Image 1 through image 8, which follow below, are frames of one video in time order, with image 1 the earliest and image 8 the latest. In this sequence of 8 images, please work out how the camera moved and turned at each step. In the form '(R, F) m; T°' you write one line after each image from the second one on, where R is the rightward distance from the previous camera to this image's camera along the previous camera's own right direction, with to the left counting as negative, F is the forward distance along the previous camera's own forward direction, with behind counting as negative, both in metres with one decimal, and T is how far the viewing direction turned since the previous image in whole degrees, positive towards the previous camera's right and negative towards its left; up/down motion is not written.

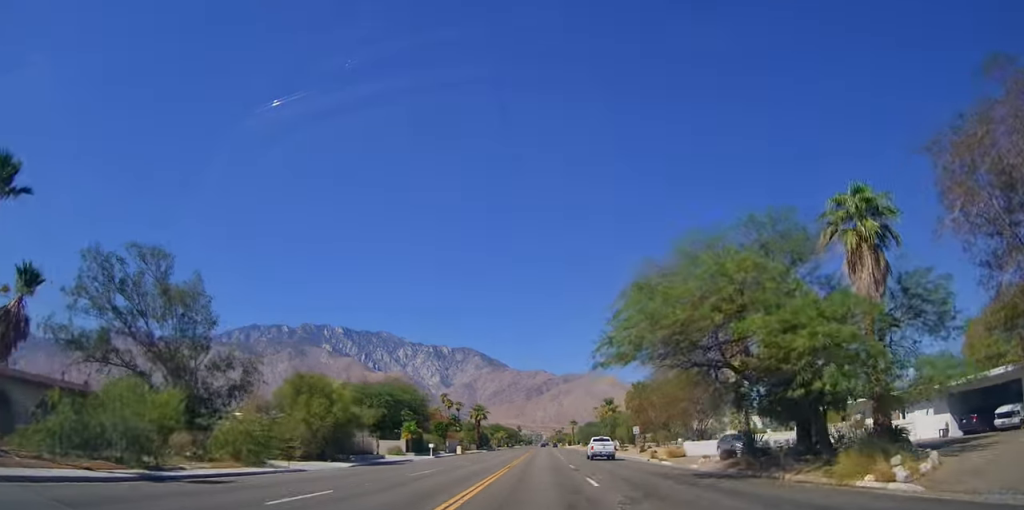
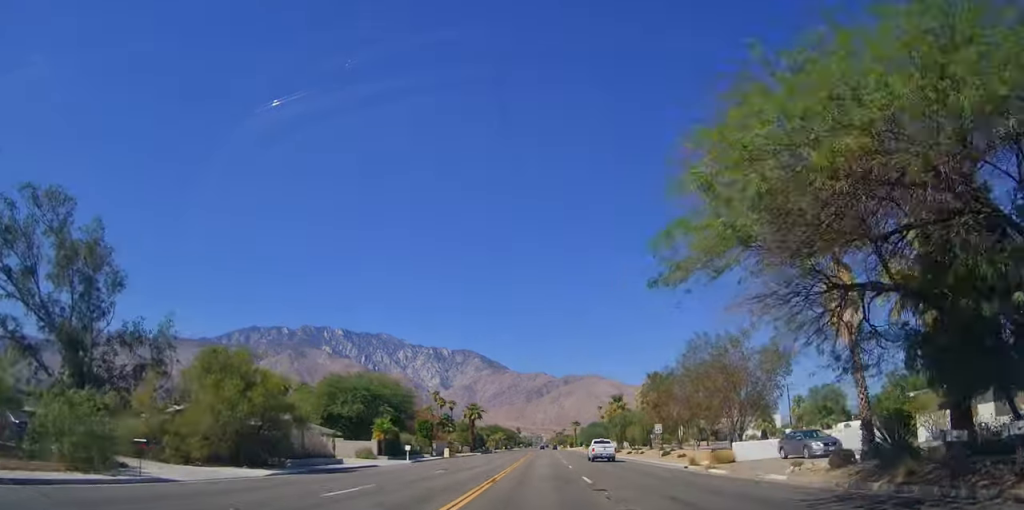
(0.0, +13.0) m; 0°
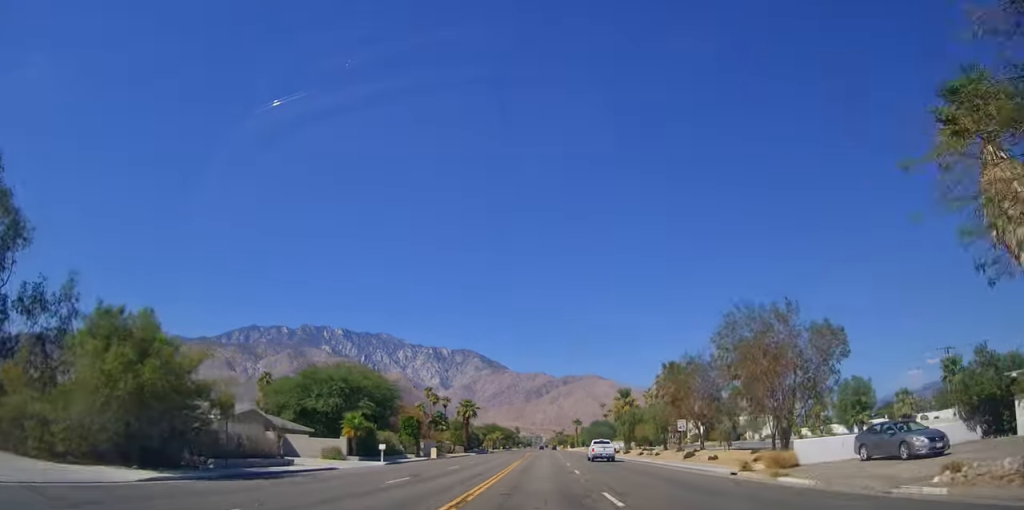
(0.0, +8.9) m; -1°
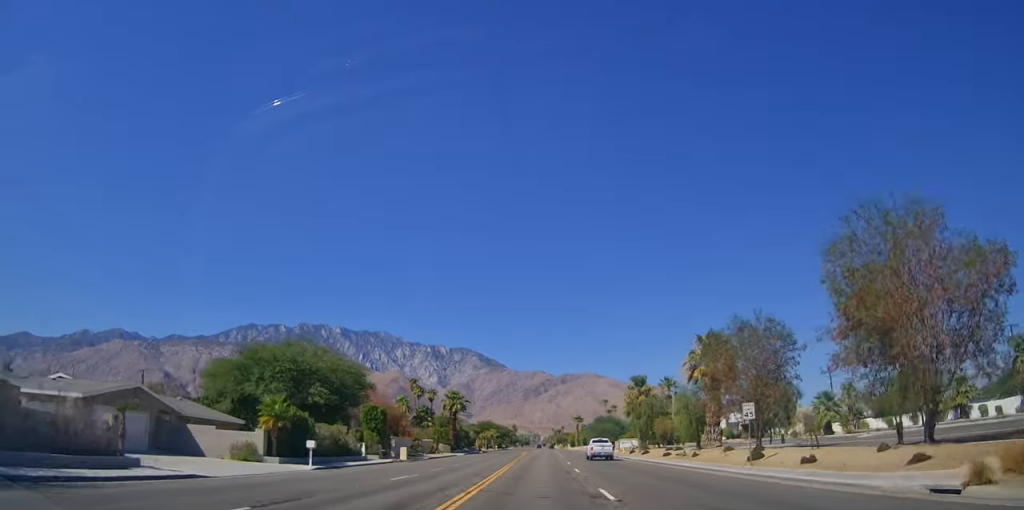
(0.0, +14.3) m; -1°
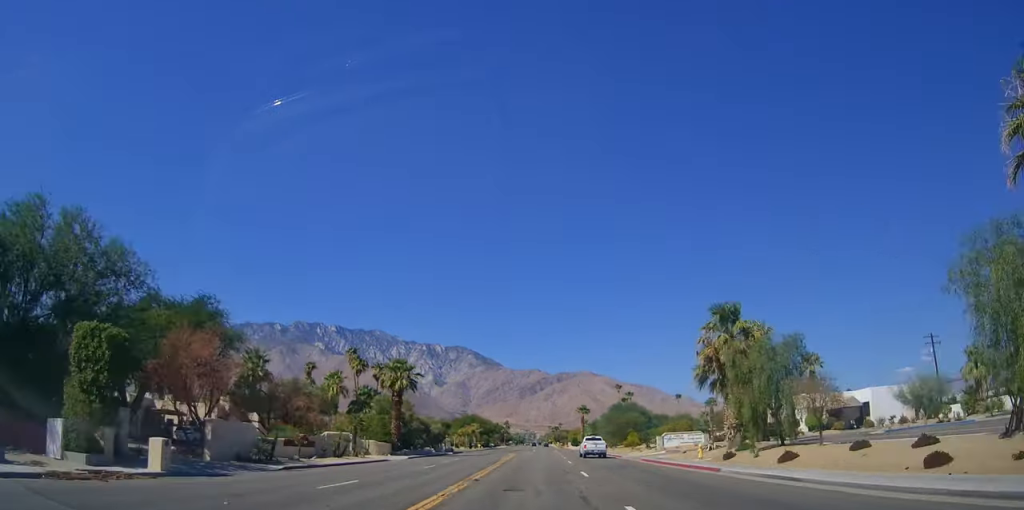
(-0.1, +34.7) m; +1°
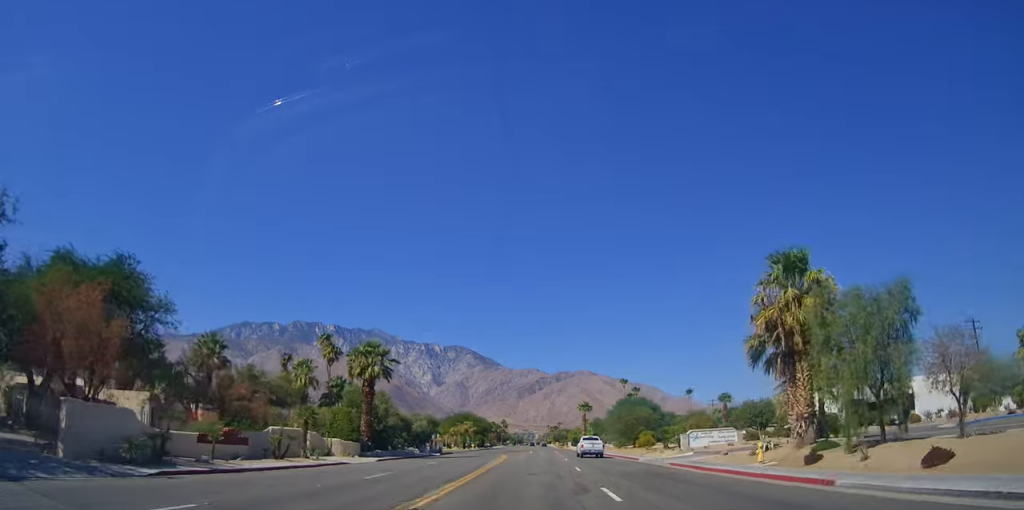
(+0.1, +9.6) m; +1°
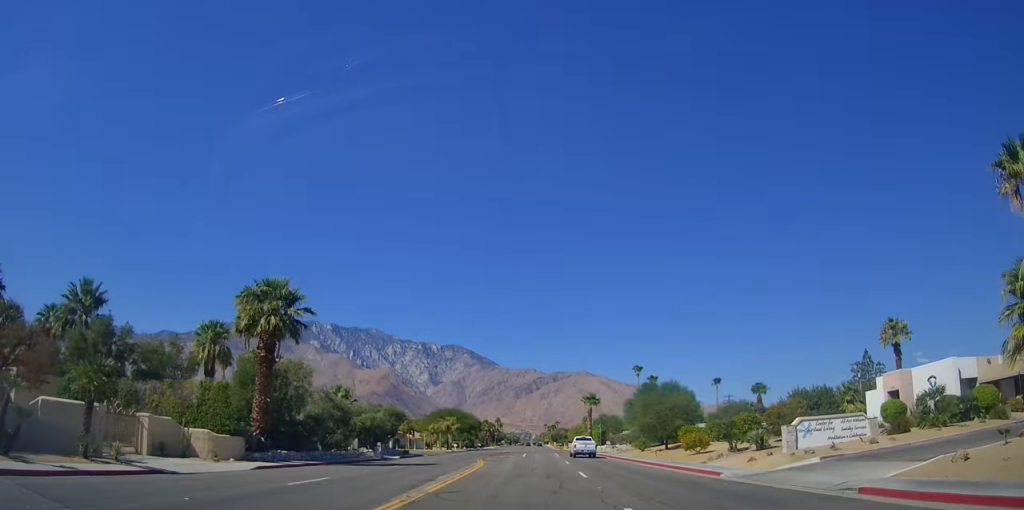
(+0.2, +18.9) m; +1°
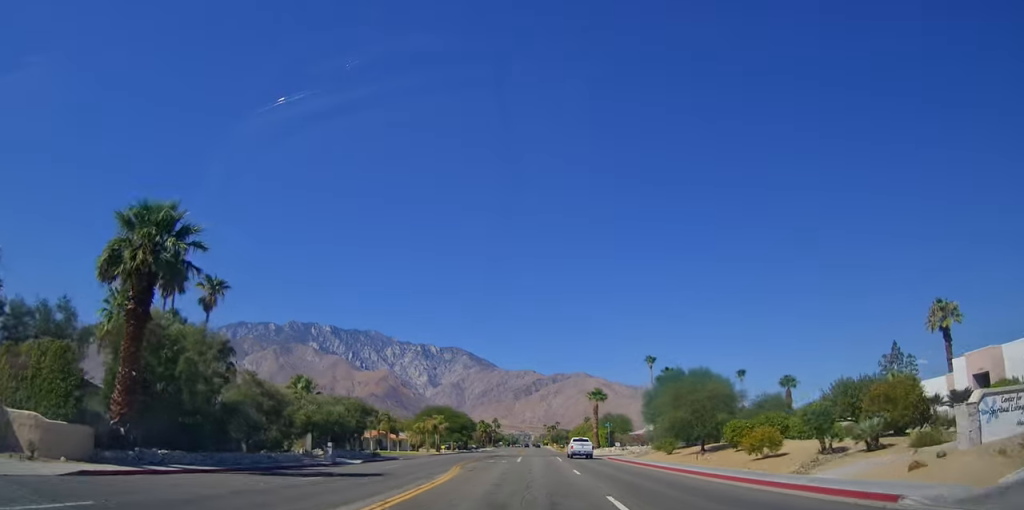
(+0.1, +11.3) m; 0°
